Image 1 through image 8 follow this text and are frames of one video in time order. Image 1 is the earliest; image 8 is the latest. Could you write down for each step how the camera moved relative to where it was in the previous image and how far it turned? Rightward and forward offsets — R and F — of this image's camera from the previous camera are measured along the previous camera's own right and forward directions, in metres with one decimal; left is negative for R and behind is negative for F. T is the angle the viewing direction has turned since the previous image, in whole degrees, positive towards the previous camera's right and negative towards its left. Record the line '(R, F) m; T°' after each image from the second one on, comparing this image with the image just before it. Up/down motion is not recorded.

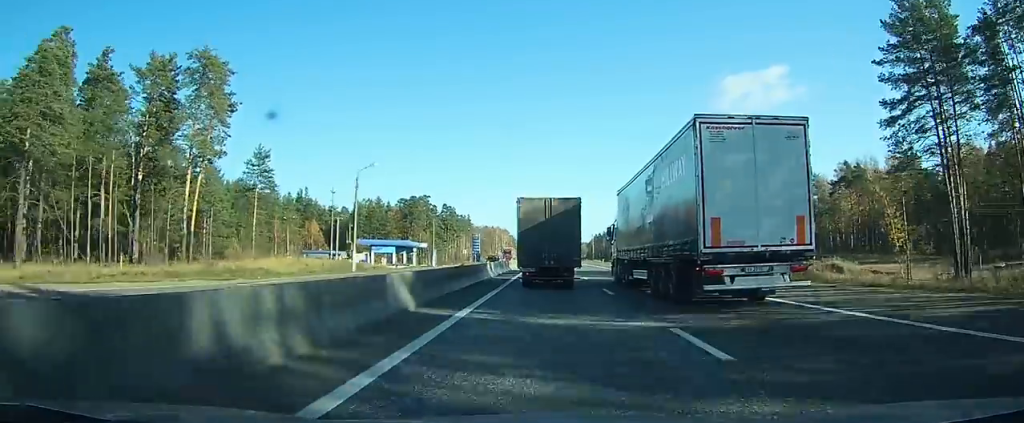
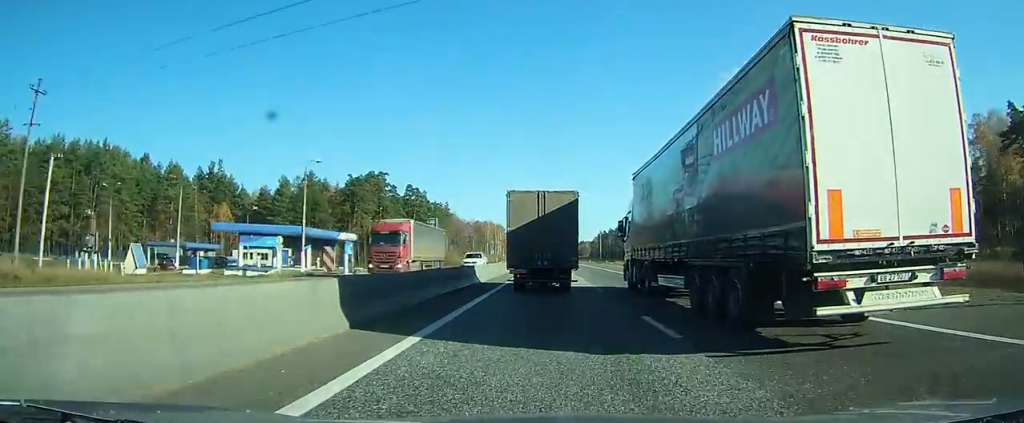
(-0.3, +60.1) m; 0°
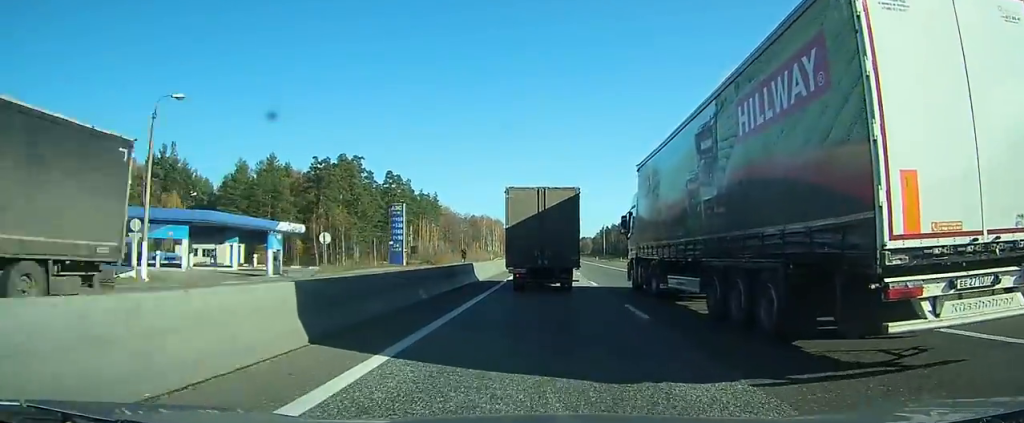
(0.0, +21.5) m; 0°
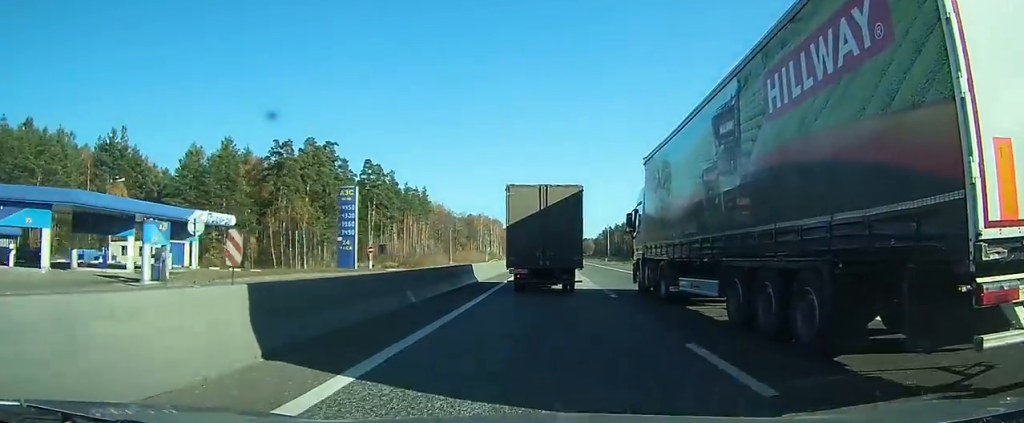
(0.0, +18.2) m; 0°
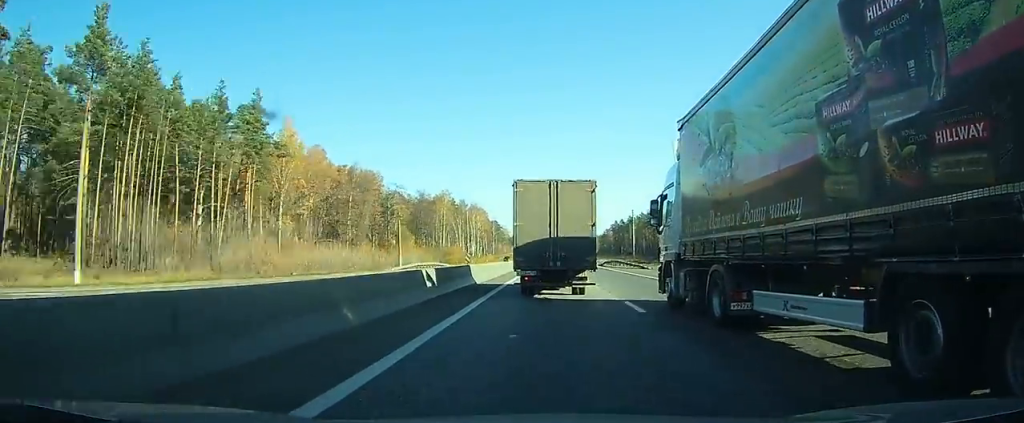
(+0.5, +98.3) m; 0°
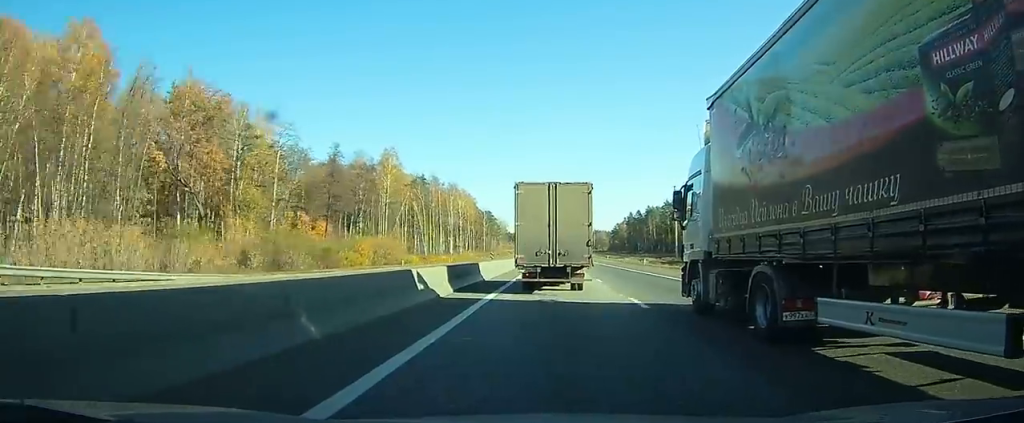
(0.0, +75.2) m; 0°
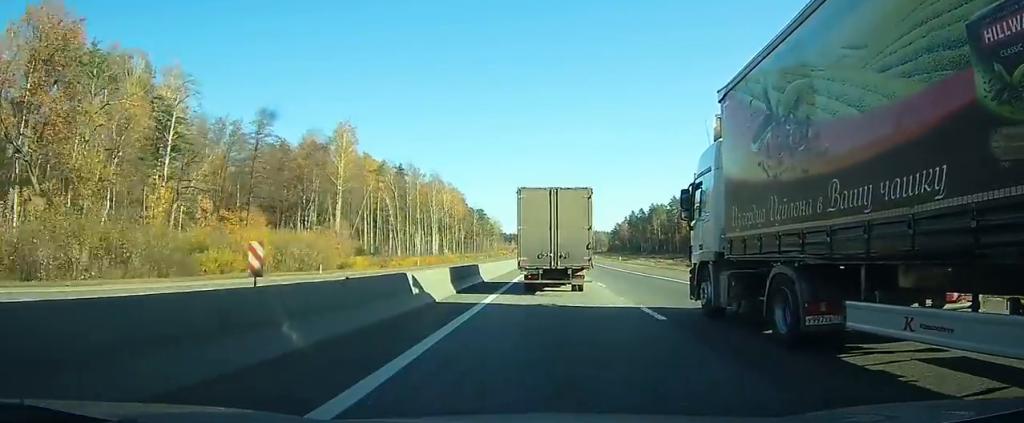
(0.0, +26.9) m; 0°
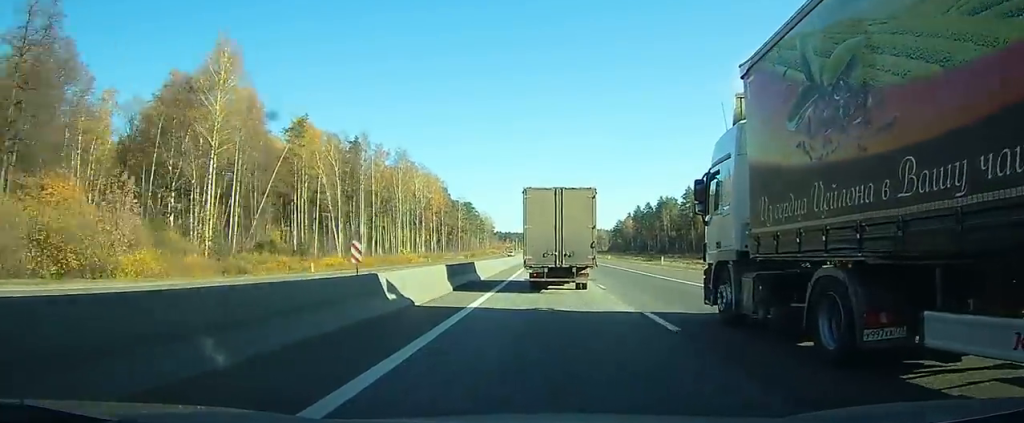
(0.0, +37.9) m; 0°
